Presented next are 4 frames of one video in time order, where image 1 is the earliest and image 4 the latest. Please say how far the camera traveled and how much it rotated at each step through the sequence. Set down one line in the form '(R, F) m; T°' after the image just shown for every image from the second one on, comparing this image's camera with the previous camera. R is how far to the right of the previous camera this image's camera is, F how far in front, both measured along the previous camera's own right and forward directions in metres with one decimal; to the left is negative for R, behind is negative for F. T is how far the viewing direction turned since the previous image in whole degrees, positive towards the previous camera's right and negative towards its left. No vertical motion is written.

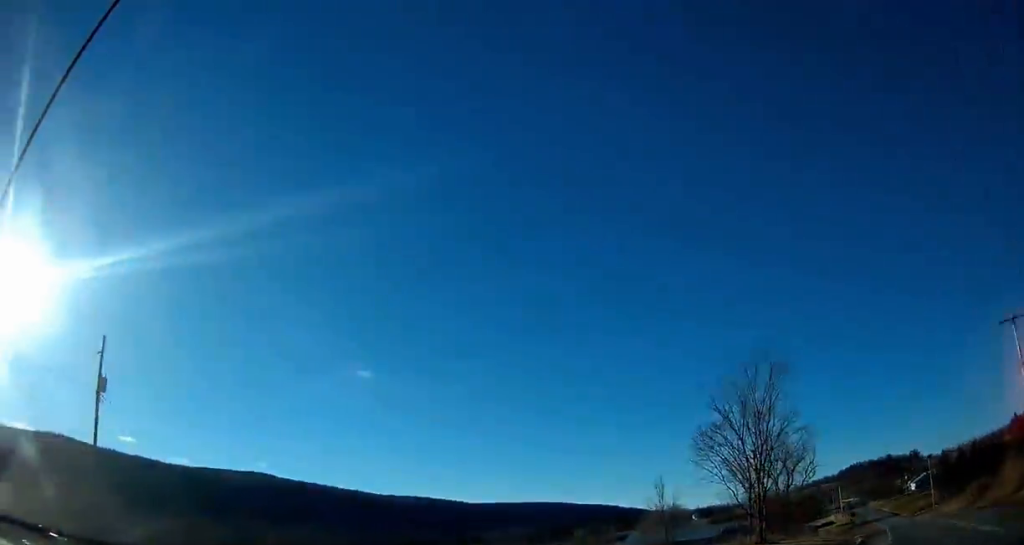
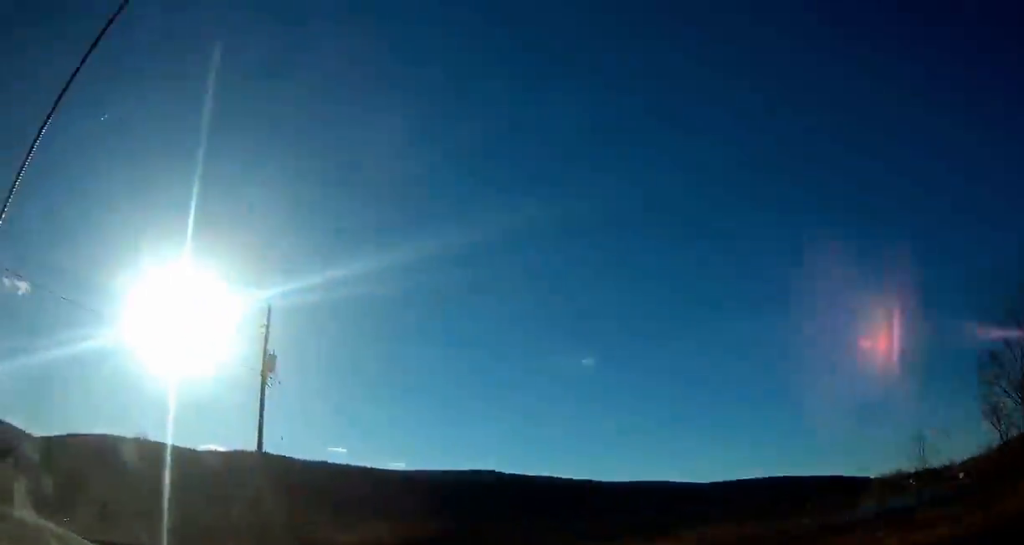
(-1.1, +6.3) m; -24°
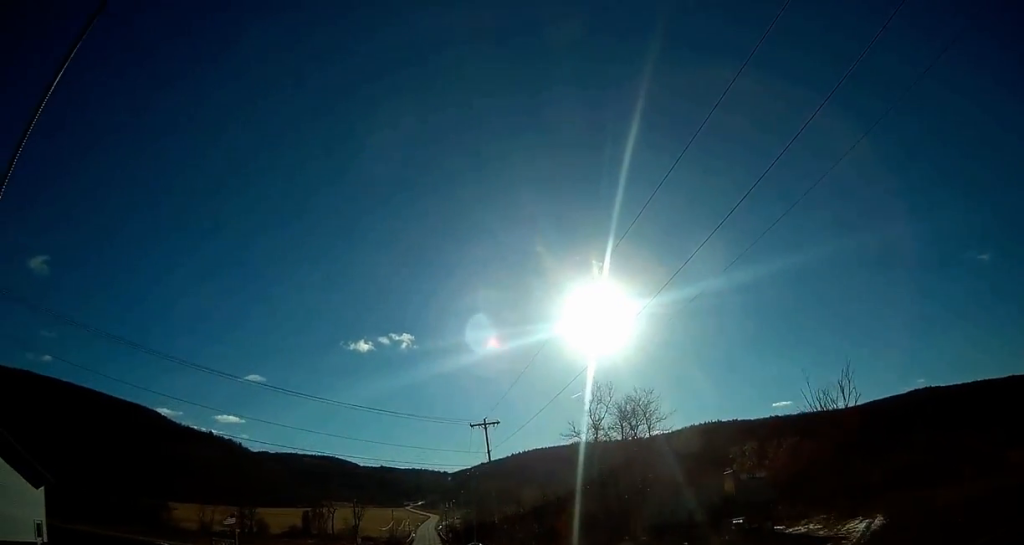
(-12.0, +18.6) m; -44°
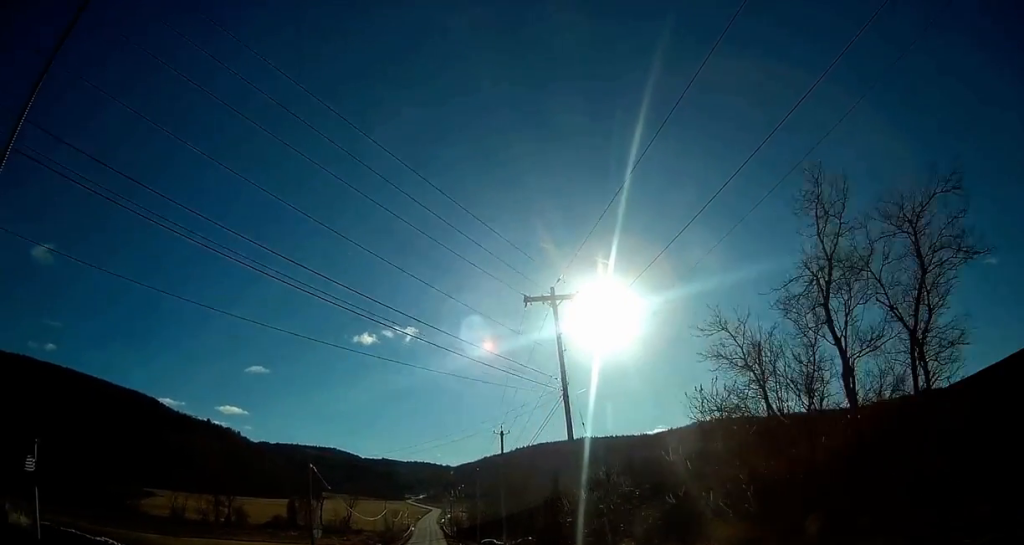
(0.0, +25.3) m; +2°
